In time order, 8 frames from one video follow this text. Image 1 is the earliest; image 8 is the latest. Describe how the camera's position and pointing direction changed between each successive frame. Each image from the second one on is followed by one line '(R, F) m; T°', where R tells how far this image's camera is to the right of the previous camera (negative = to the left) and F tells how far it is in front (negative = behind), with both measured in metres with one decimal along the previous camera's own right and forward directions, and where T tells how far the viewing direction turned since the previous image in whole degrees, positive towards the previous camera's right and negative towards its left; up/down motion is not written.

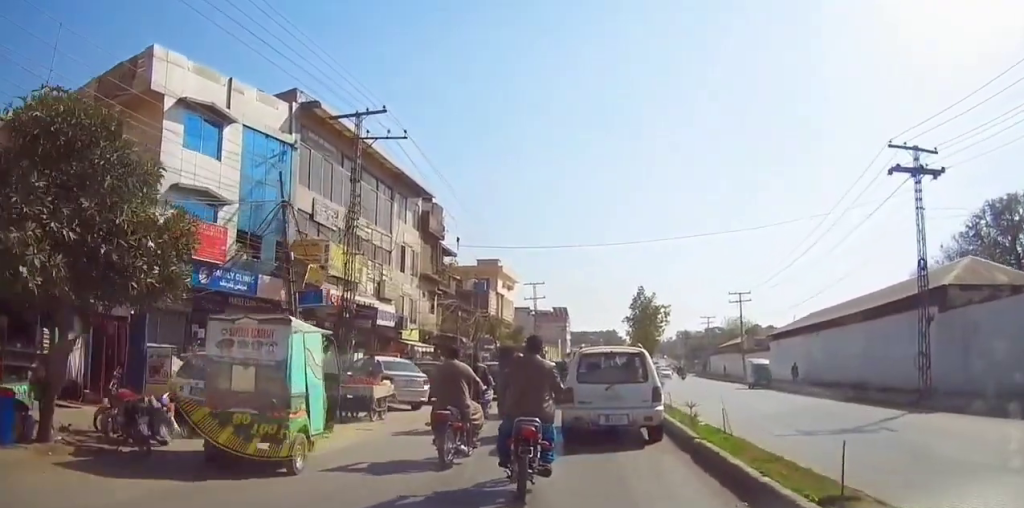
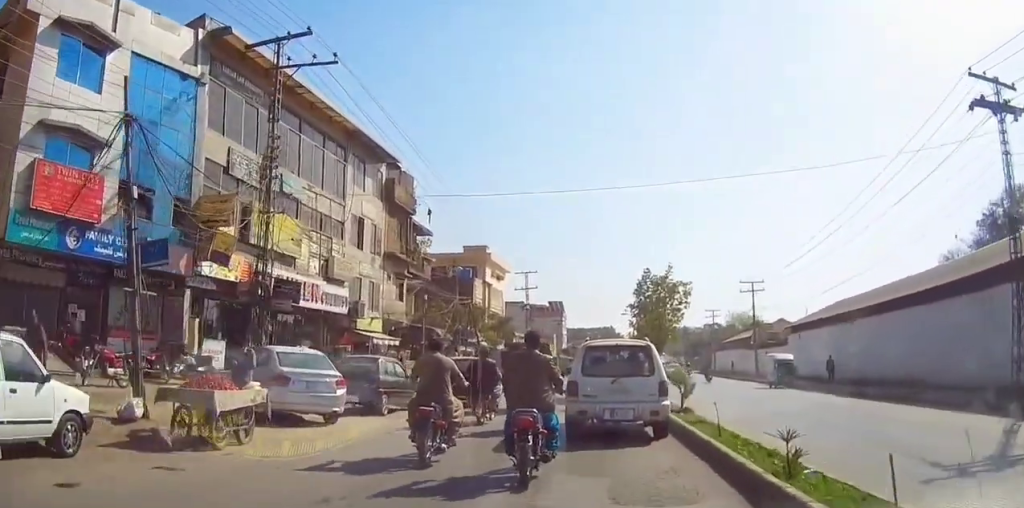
(+0.1, +6.4) m; +3°
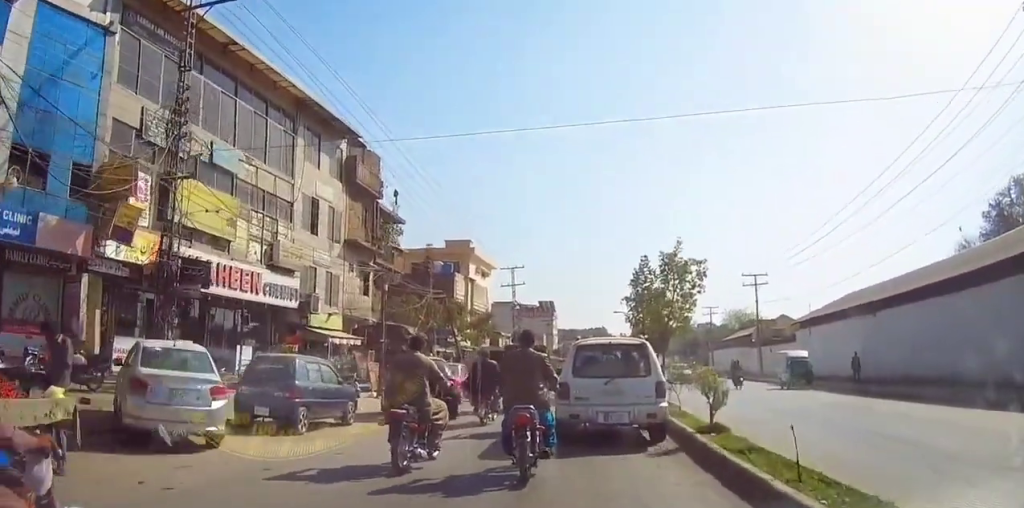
(+0.1, +4.3) m; 0°
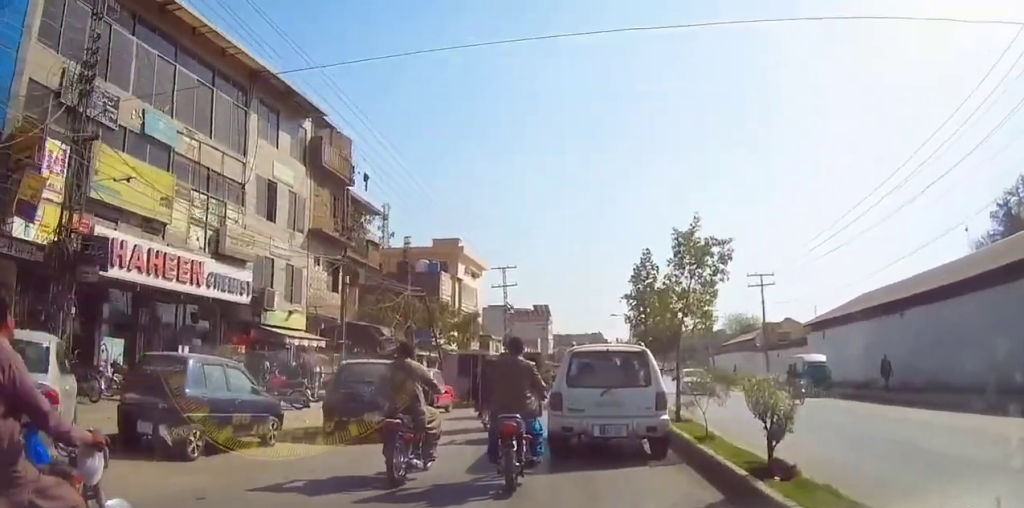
(0.0, +3.4) m; -1°
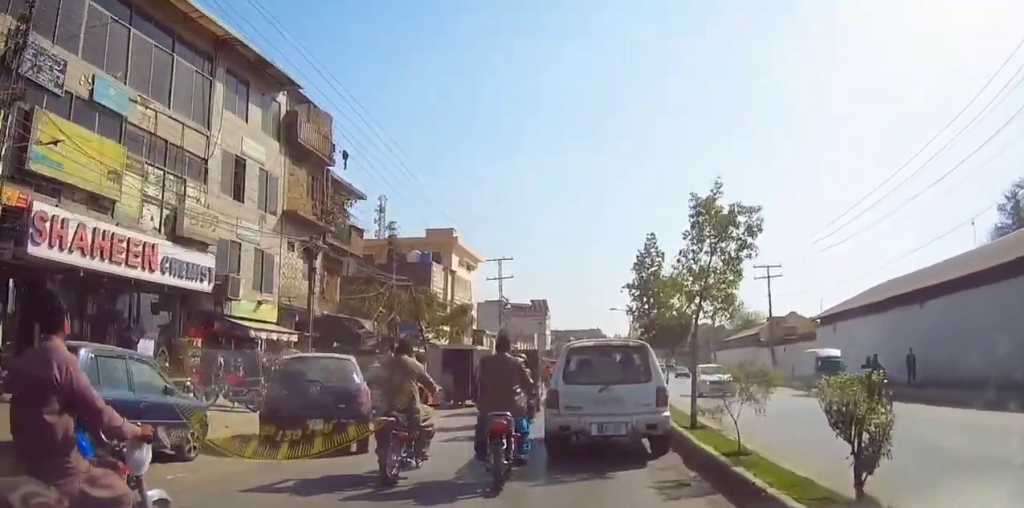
(0.0, +2.4) m; 0°
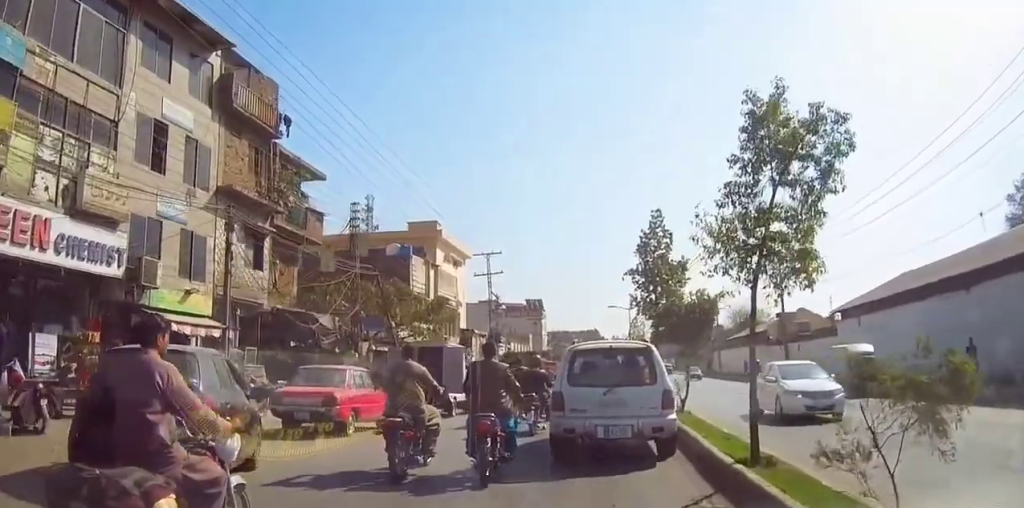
(0.0, +4.3) m; +1°
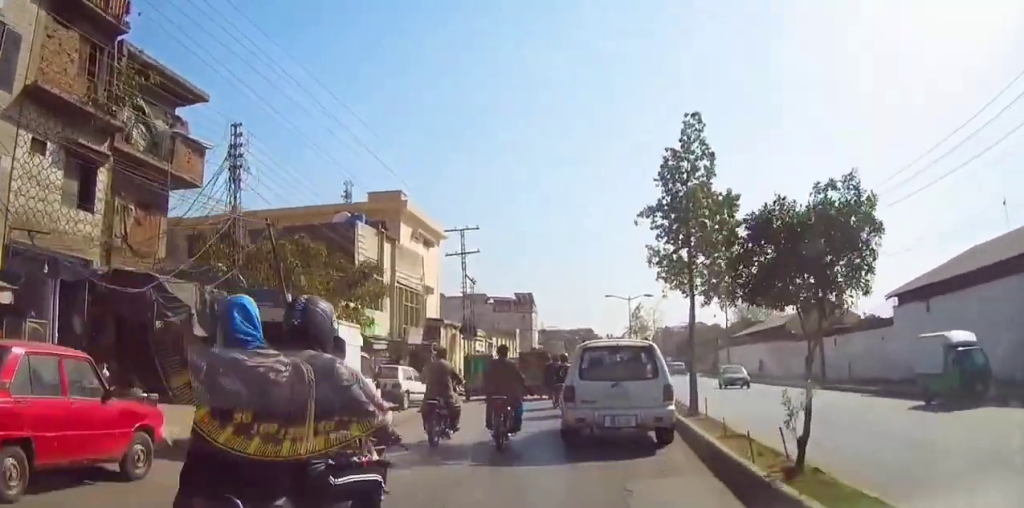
(0.0, +8.9) m; 0°
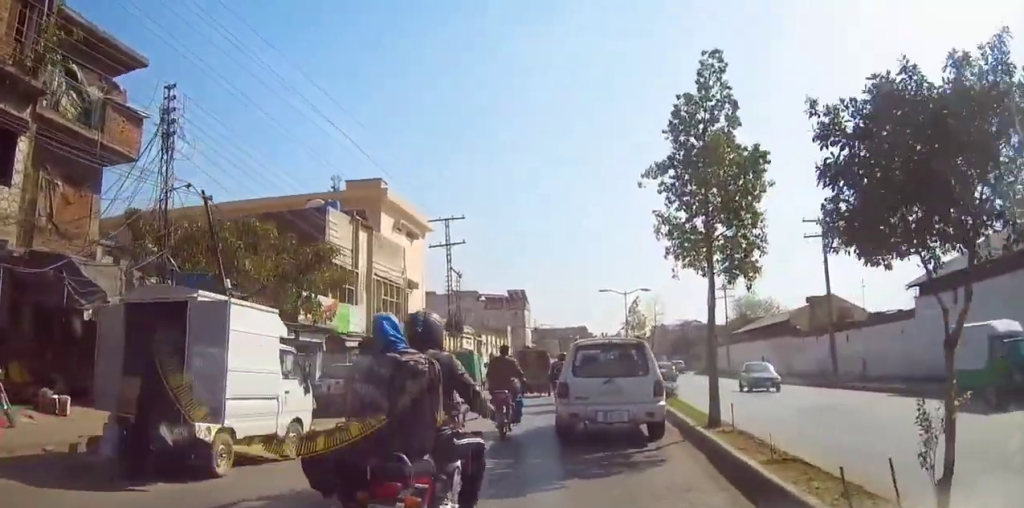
(0.0, +2.9) m; +1°
